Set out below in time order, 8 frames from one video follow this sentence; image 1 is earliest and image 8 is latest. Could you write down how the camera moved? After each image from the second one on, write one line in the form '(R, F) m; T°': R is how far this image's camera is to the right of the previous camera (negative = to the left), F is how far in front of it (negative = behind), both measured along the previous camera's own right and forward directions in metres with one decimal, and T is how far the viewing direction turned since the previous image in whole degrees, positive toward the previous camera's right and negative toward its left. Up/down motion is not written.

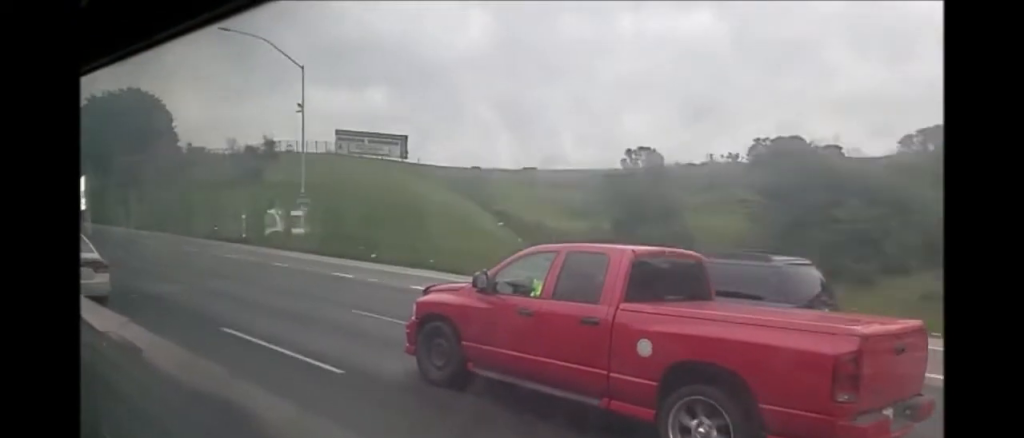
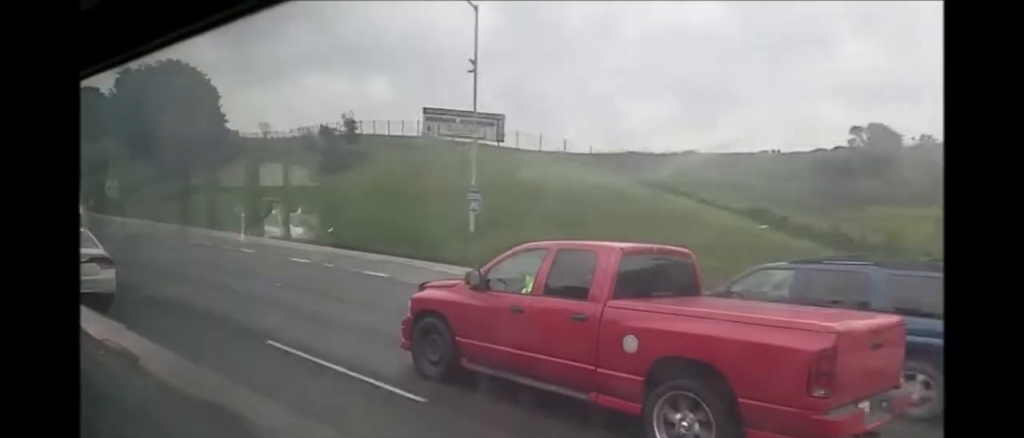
(-0.1, +17.1) m; +1°
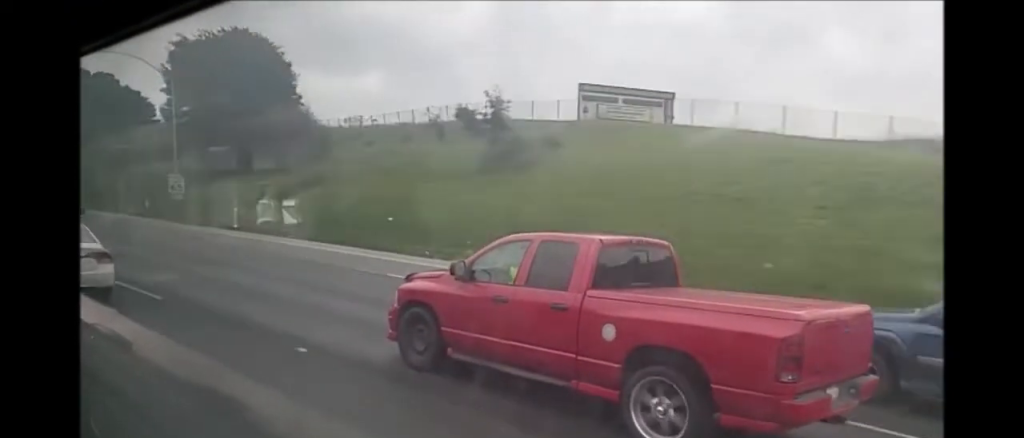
(+0.3, +19.7) m; 0°
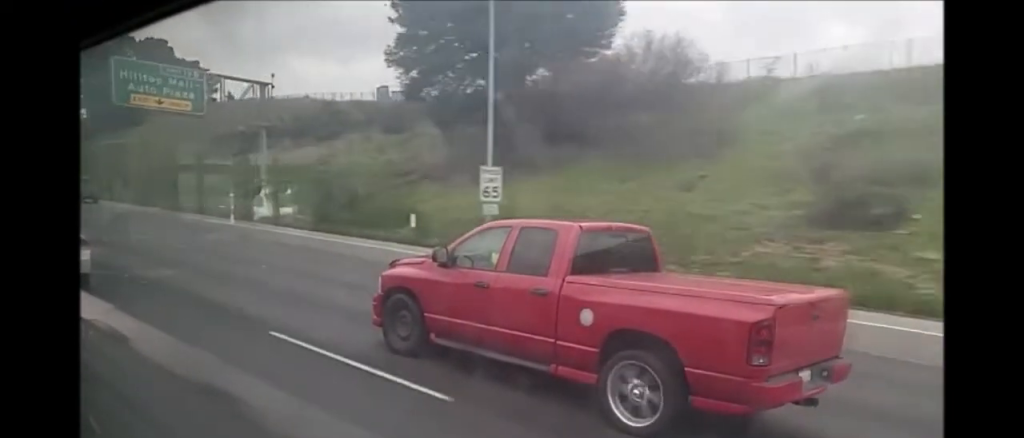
(-0.1, +37.7) m; -1°
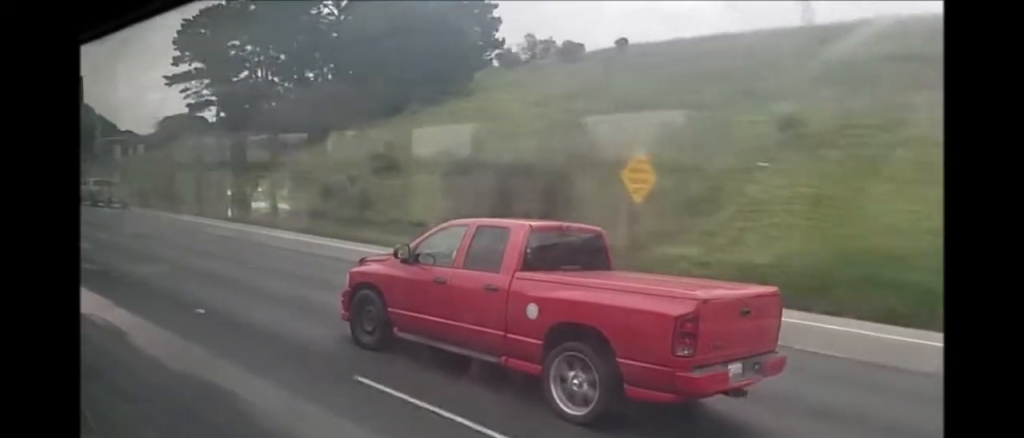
(-0.1, +75.5) m; 0°
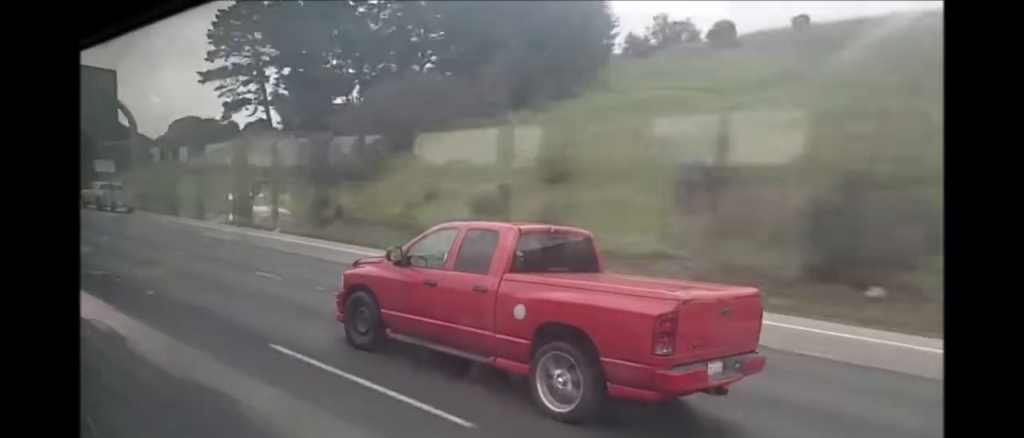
(0.0, +12.5) m; 0°
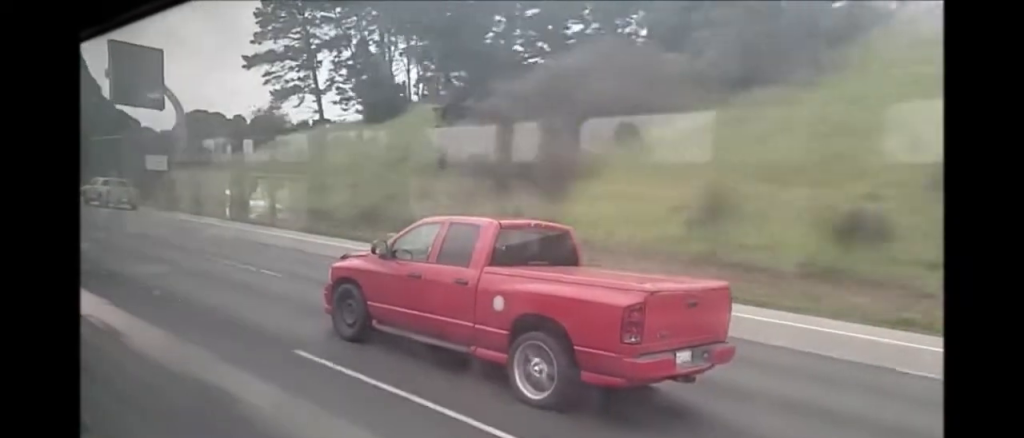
(-0.1, +15.1) m; 0°
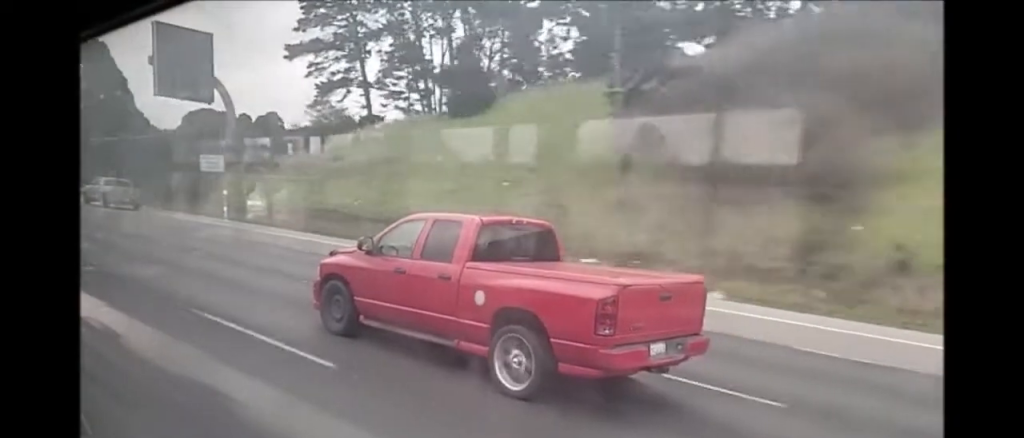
(0.0, +11.5) m; 0°
